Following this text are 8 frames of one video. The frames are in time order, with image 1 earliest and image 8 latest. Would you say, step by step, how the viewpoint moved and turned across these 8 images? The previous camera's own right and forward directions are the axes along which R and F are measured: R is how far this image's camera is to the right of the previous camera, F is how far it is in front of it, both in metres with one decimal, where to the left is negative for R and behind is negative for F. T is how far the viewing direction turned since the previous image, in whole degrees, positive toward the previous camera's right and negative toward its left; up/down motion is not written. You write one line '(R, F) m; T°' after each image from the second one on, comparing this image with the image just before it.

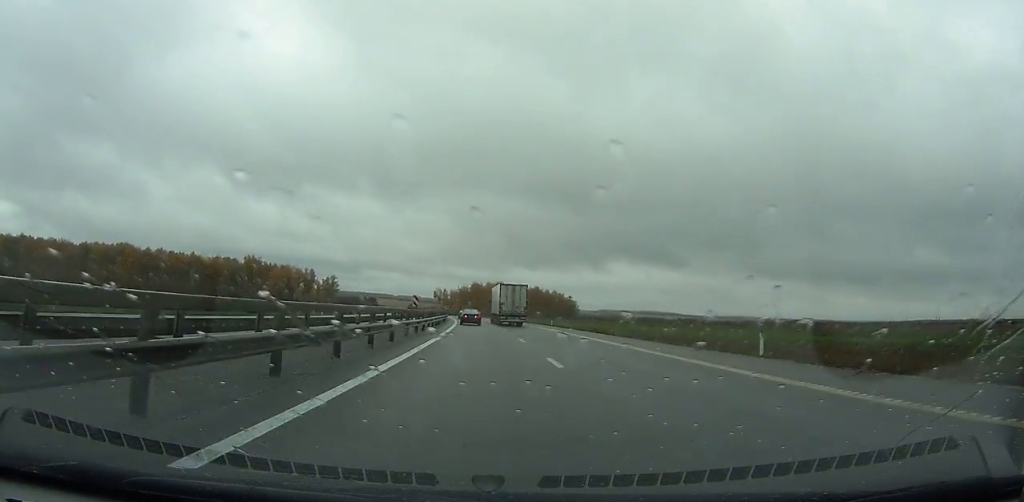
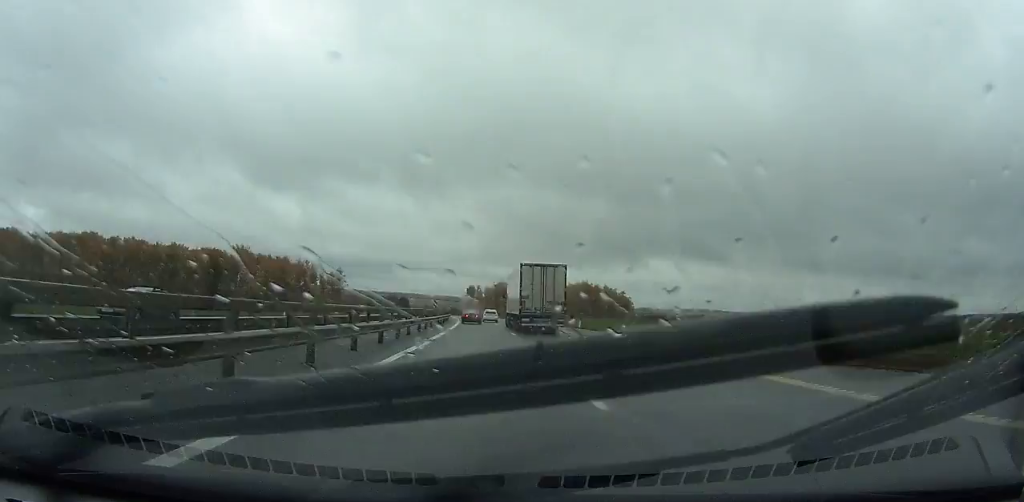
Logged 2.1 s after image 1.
(-2.7, +66.9) m; -4°
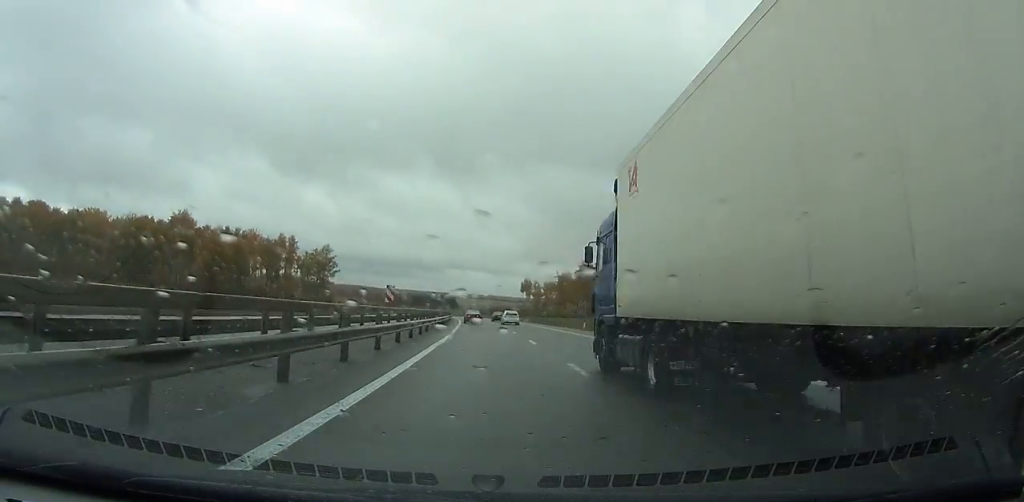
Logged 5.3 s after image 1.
(-4.6, +102.8) m; -5°
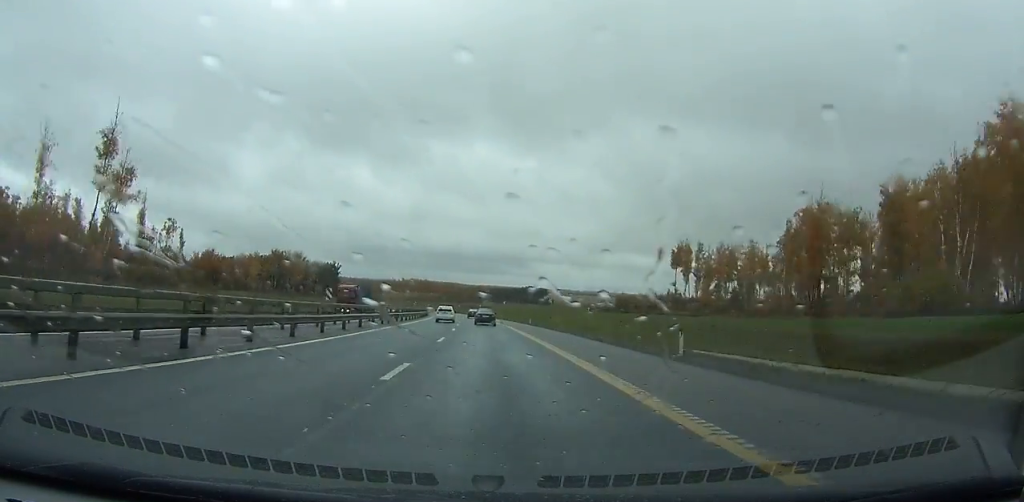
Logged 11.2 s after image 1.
(-14.2, +191.2) m; -10°
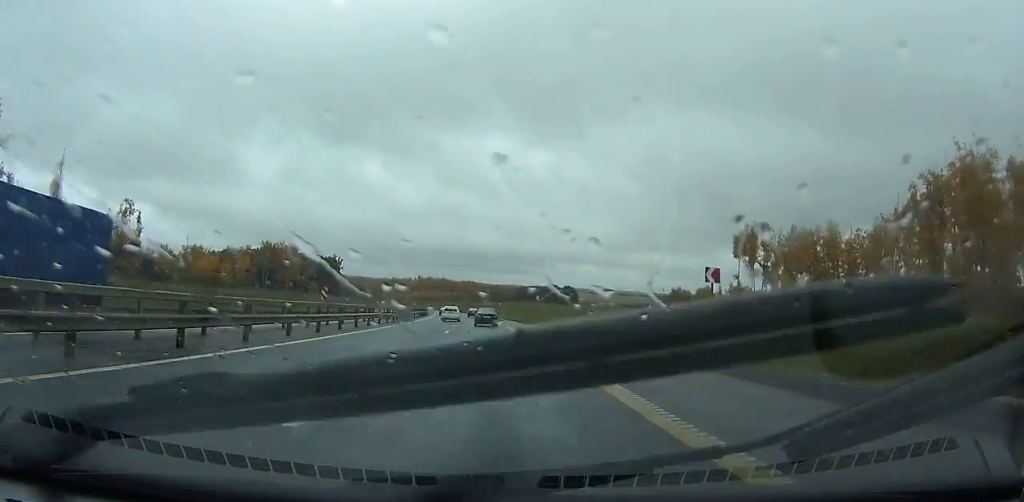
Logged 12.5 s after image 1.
(-1.0, +42.6) m; -2°
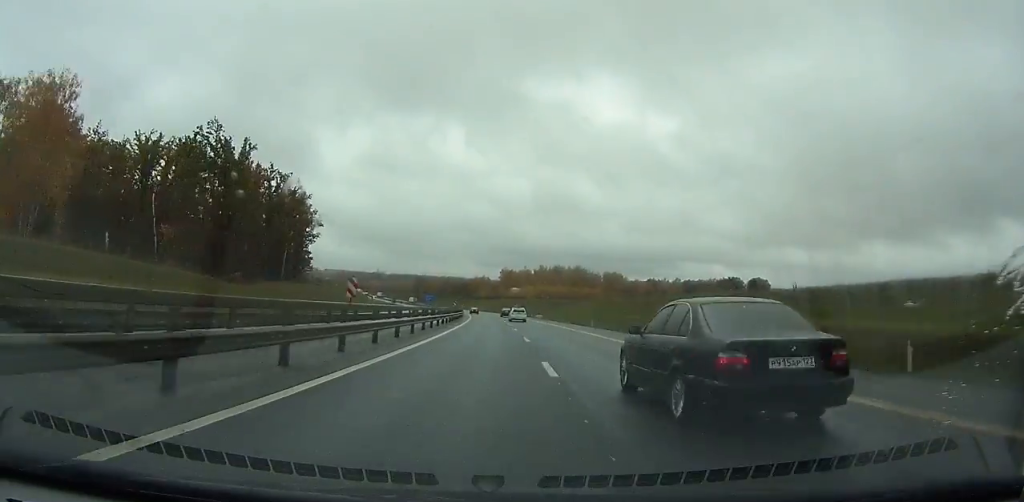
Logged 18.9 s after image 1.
(-17.6, +213.3) m; -9°
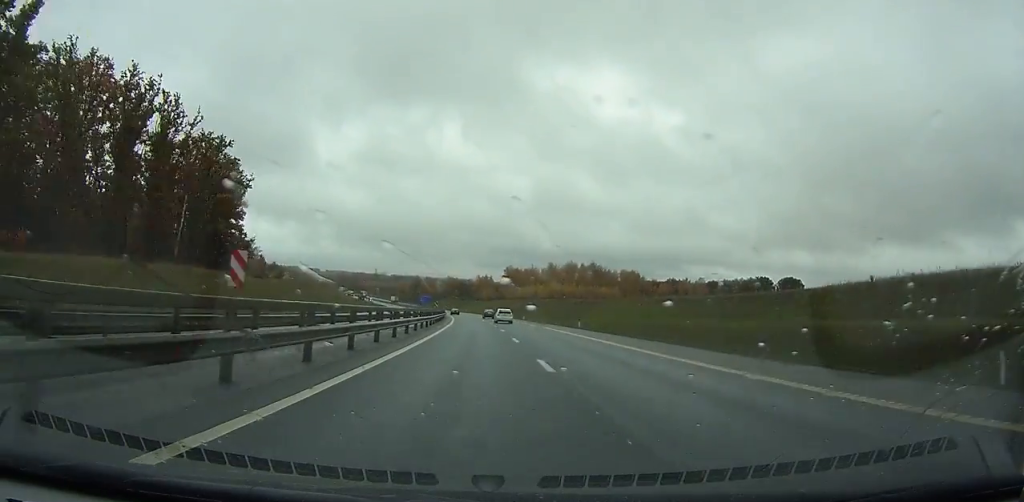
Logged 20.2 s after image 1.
(-1.6, +44.5) m; -2°
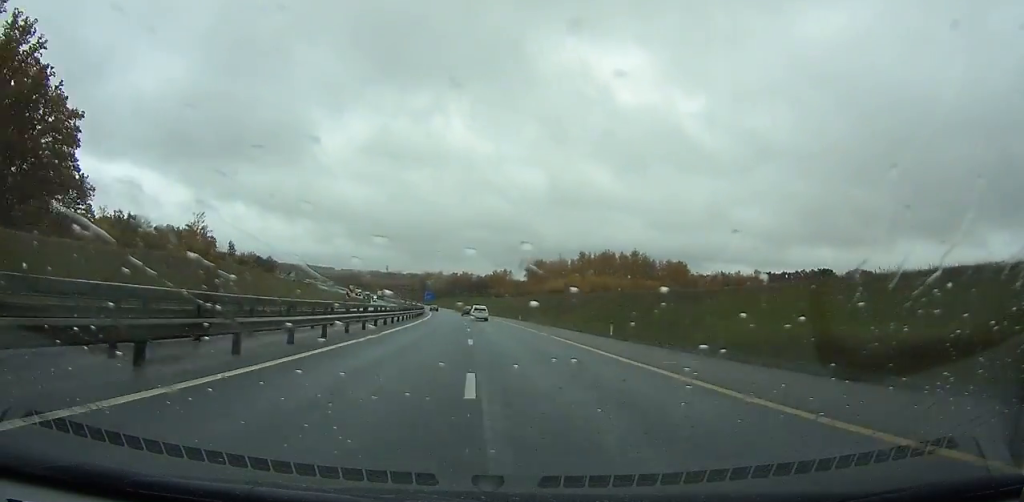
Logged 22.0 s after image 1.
(-1.7, +61.8) m; -3°
